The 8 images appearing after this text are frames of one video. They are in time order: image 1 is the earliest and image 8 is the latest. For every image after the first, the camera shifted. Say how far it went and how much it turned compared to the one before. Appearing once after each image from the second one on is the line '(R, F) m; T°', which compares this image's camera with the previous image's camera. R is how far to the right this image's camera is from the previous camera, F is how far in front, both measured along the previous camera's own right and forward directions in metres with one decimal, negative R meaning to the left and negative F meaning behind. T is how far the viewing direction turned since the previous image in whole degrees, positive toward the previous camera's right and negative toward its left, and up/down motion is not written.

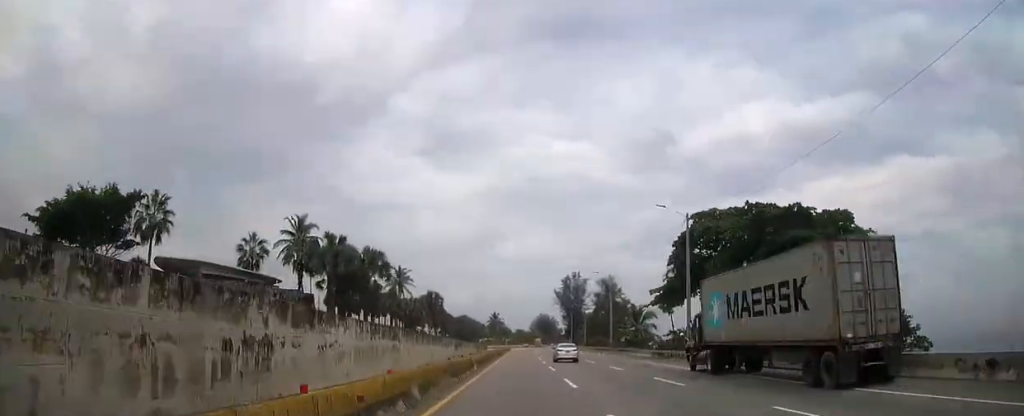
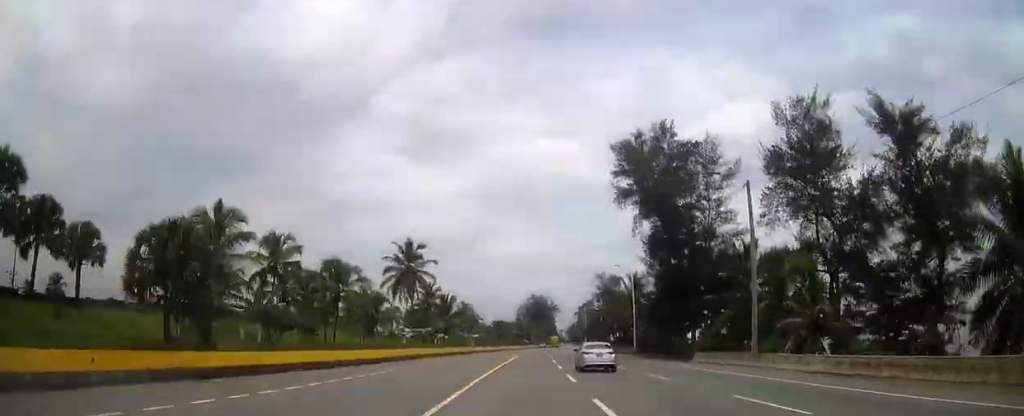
(0.0, +153.0) m; +1°
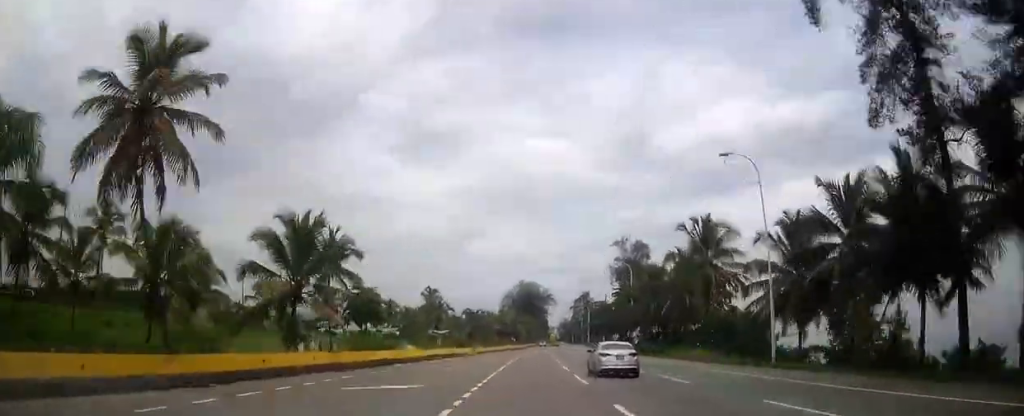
(+0.4, +49.6) m; +1°
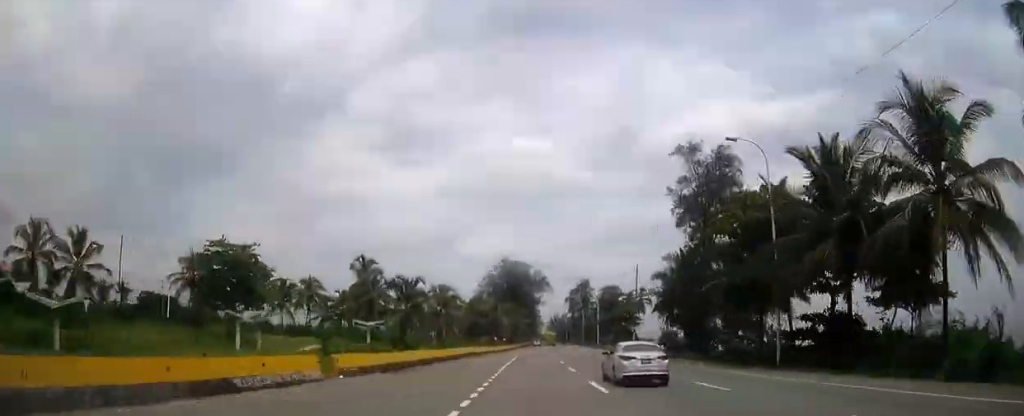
(+0.7, +51.0) m; +1°
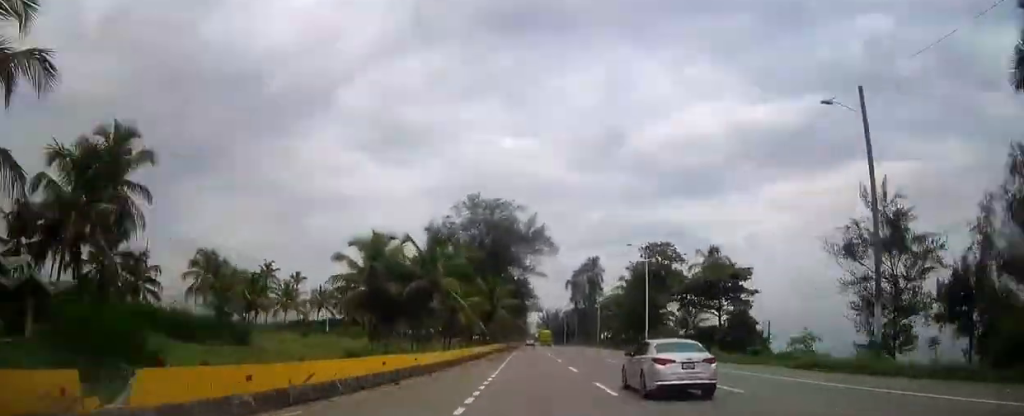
(+0.7, +61.9) m; +1°
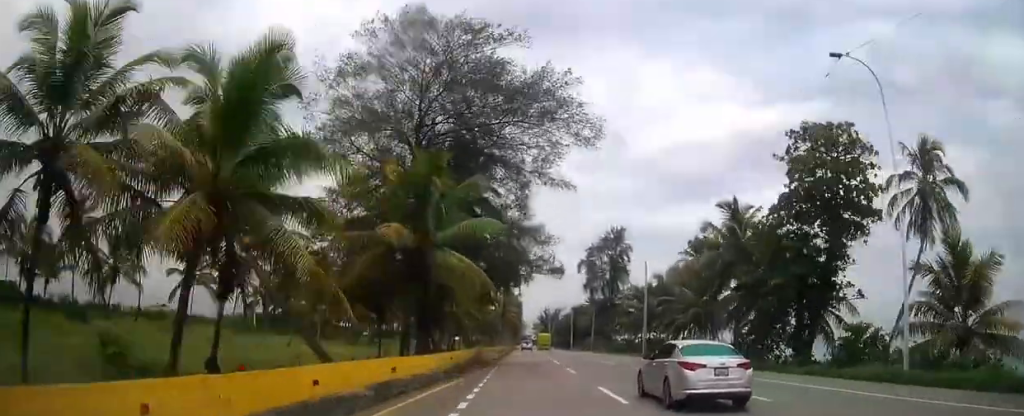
(+0.3, +49.5) m; +1°
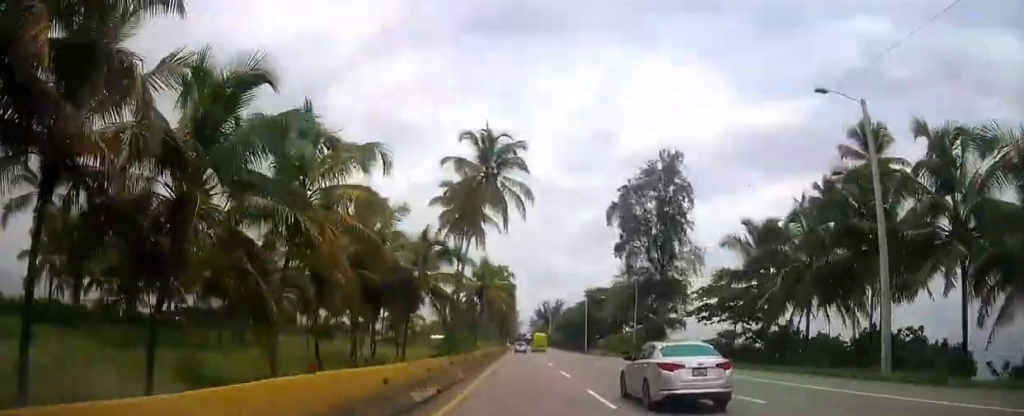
(+0.2, +51.1) m; 0°
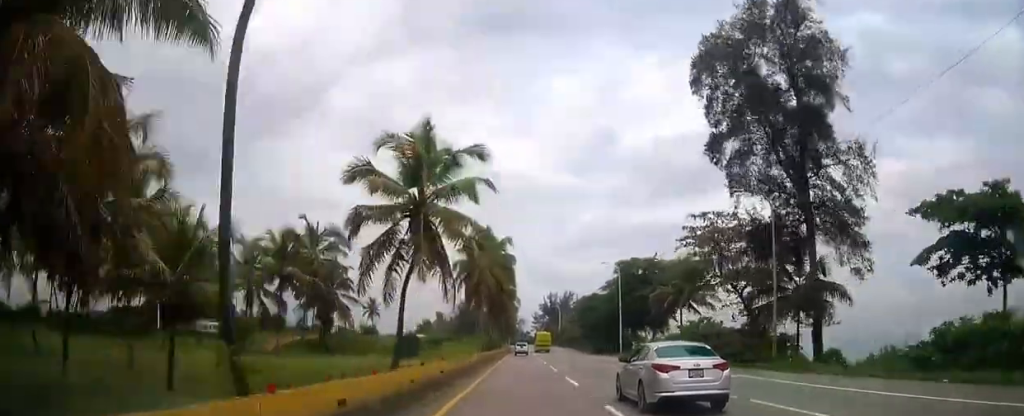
(+0.2, +39.9) m; 0°
